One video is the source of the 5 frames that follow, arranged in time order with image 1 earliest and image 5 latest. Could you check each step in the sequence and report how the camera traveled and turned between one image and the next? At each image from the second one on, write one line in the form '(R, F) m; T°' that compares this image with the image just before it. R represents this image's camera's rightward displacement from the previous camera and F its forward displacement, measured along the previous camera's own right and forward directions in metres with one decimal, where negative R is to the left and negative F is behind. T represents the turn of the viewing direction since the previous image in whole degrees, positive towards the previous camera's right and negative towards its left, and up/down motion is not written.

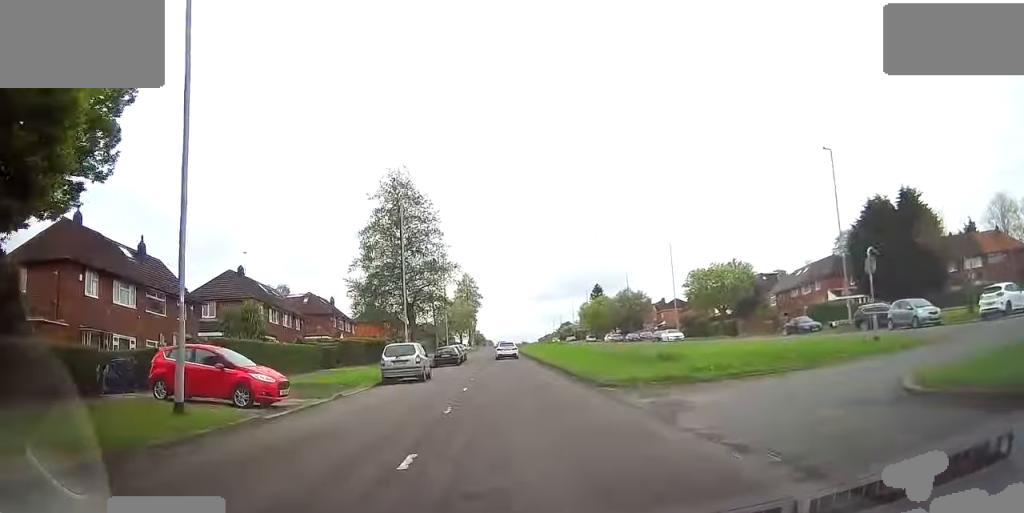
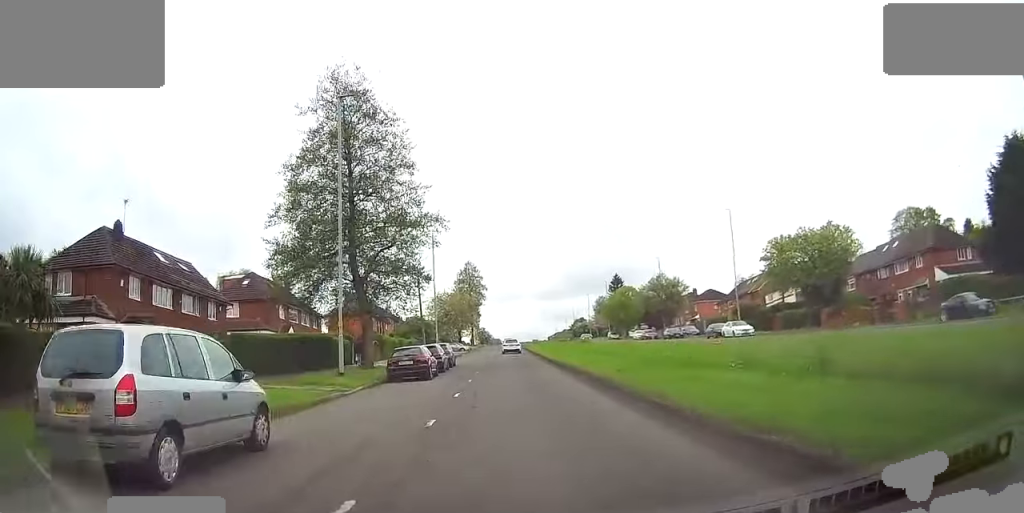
(-0.4, +20.3) m; 0°
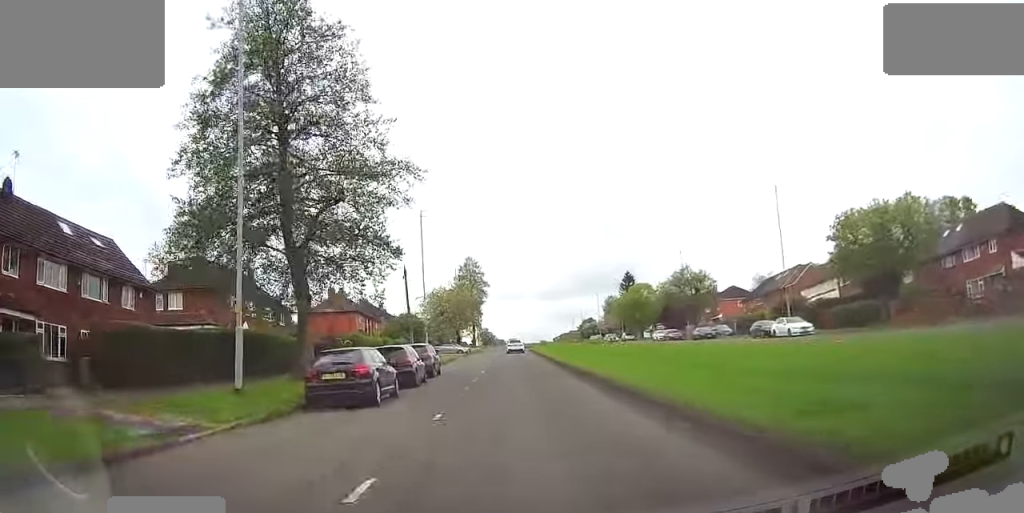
(+0.1, +11.1) m; +1°
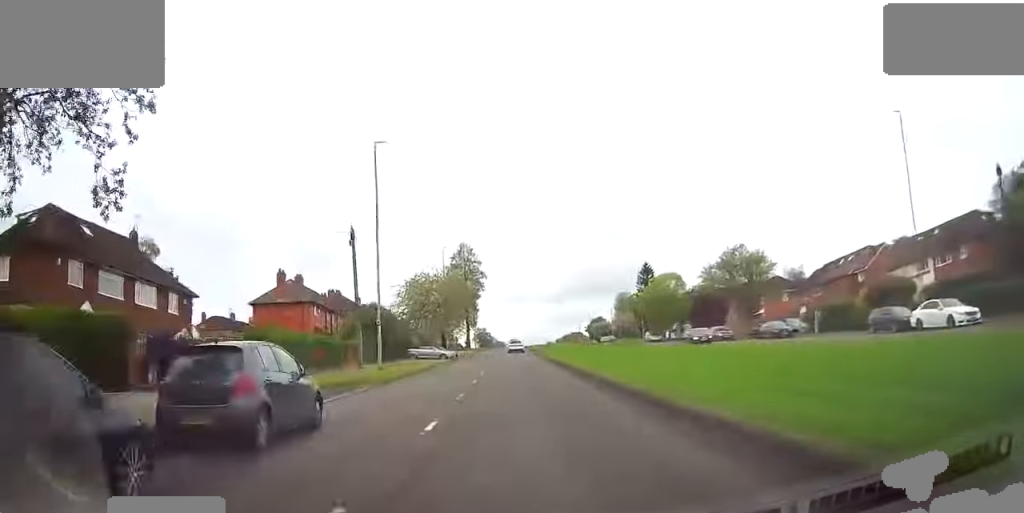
(0.0, +19.4) m; -1°
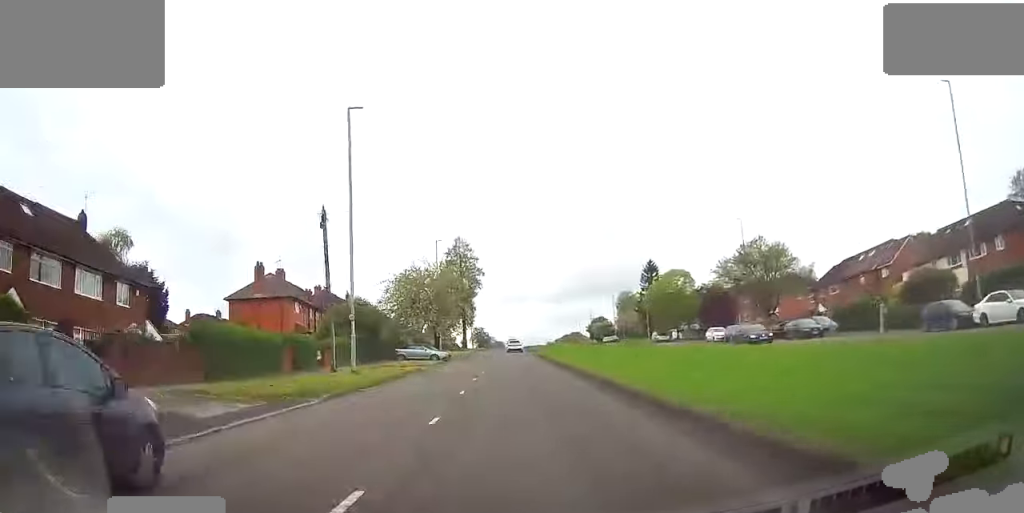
(+0.1, +5.6) m; -1°
